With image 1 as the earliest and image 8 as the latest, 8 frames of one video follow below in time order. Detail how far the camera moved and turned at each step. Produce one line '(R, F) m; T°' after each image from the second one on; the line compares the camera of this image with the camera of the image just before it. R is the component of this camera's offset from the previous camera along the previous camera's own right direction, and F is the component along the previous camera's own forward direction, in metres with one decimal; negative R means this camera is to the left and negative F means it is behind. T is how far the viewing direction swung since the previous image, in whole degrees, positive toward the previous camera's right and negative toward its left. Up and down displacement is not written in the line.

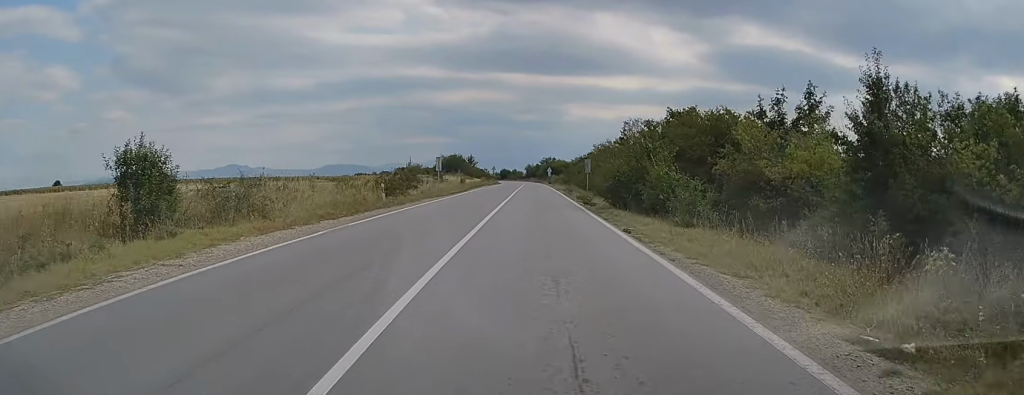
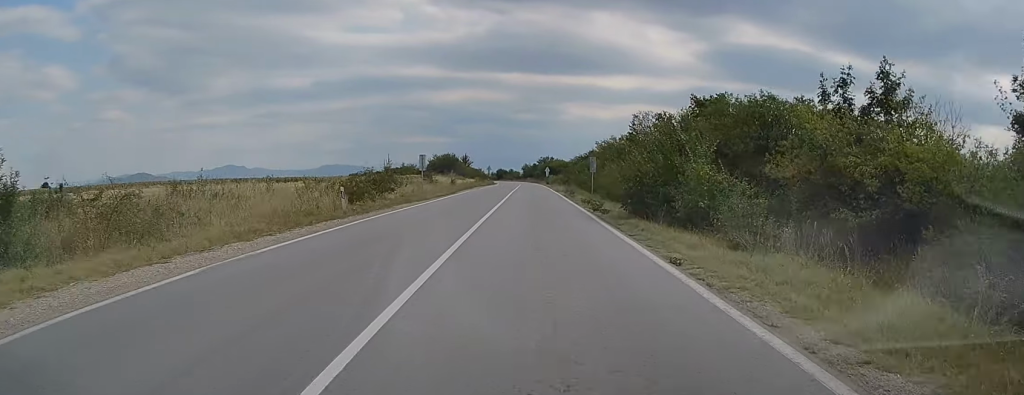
(0.0, +6.1) m; 0°
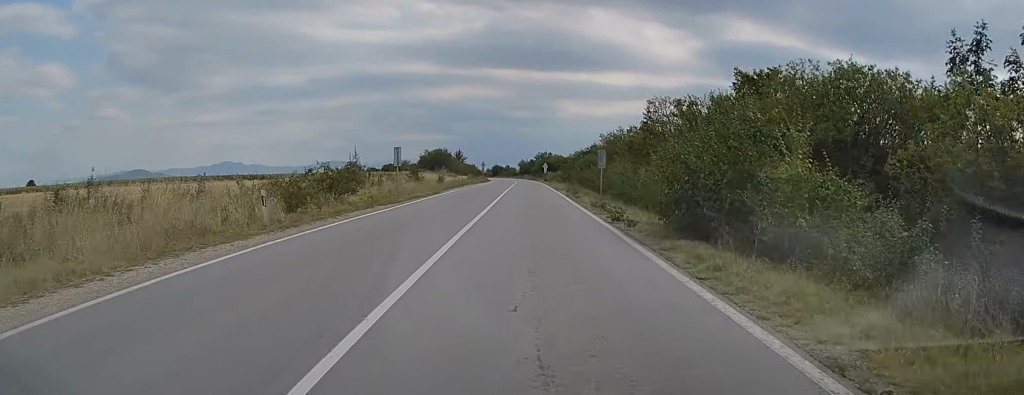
(+0.1, +7.1) m; 0°
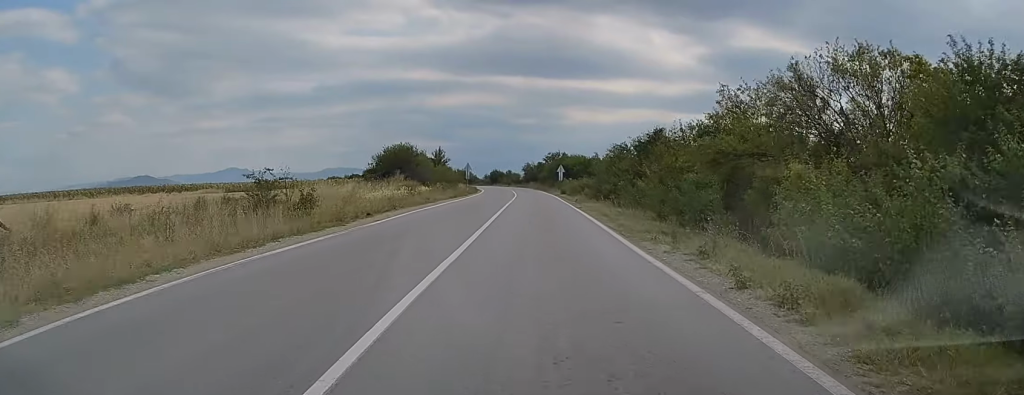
(-0.2, +38.5) m; 0°
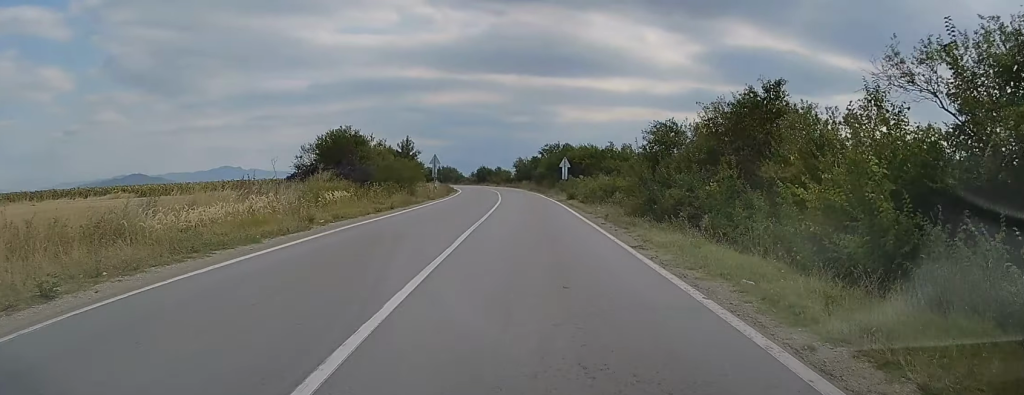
(0.0, +21.5) m; 0°
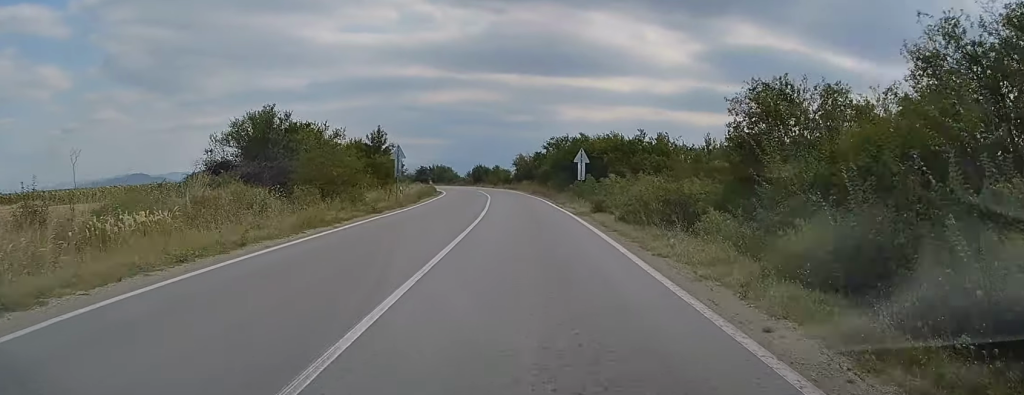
(0.0, +16.0) m; 0°
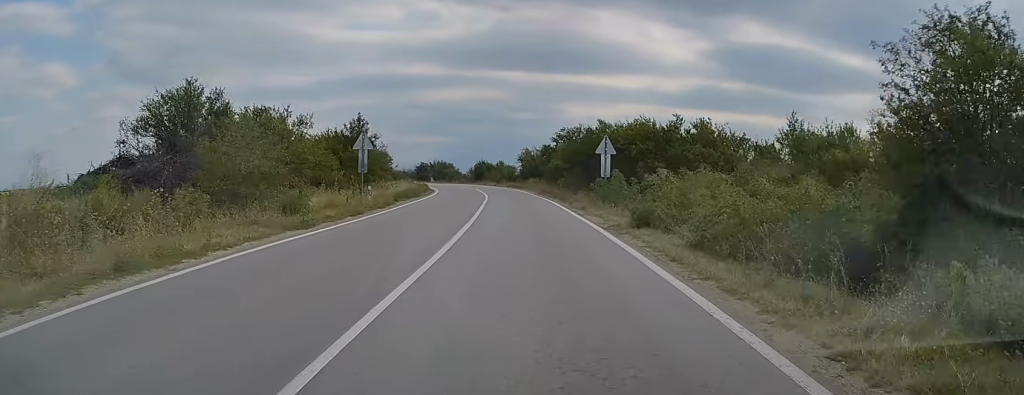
(+0.1, +9.6) m; -1°
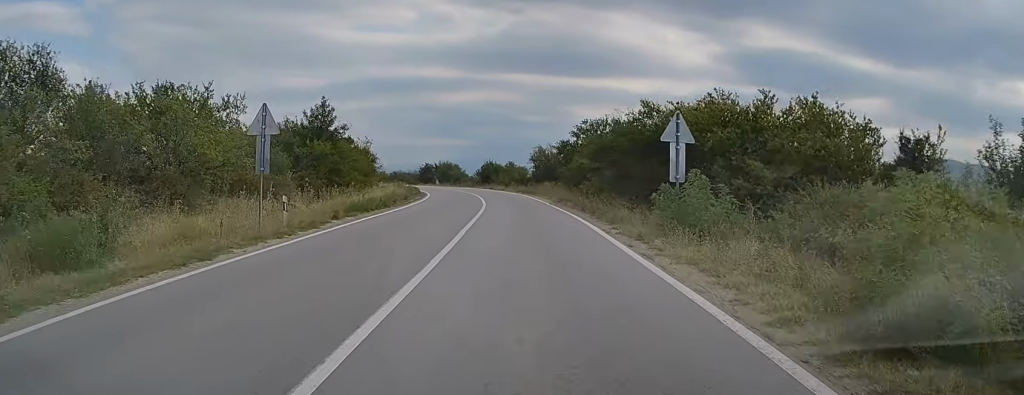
(-0.1, +12.4) m; -1°
